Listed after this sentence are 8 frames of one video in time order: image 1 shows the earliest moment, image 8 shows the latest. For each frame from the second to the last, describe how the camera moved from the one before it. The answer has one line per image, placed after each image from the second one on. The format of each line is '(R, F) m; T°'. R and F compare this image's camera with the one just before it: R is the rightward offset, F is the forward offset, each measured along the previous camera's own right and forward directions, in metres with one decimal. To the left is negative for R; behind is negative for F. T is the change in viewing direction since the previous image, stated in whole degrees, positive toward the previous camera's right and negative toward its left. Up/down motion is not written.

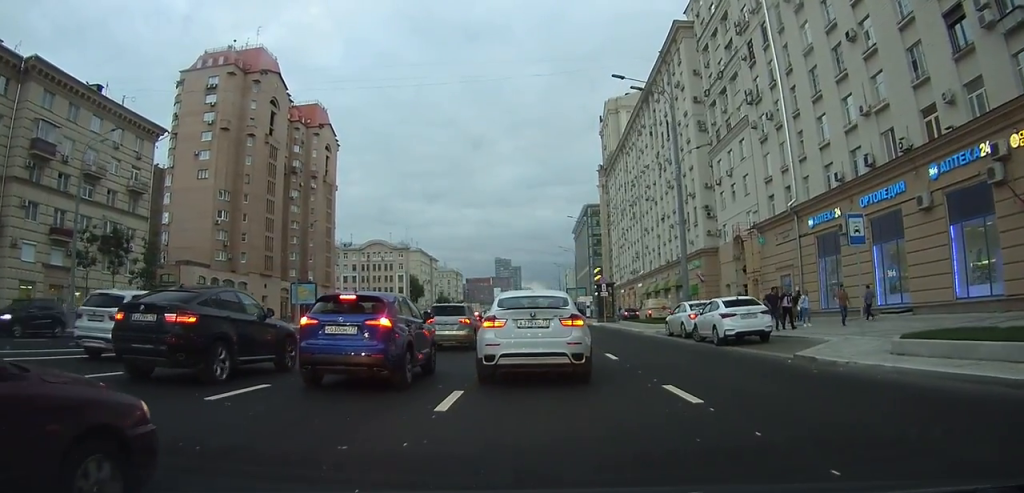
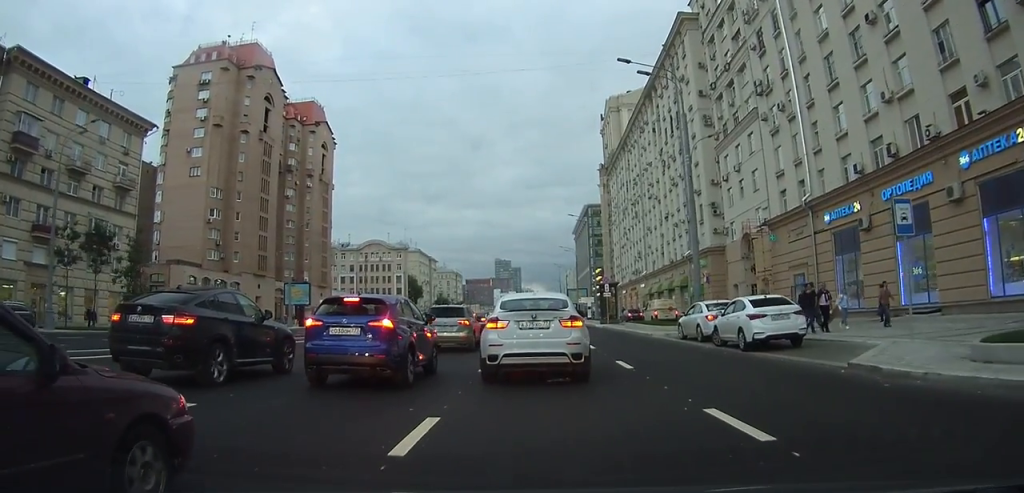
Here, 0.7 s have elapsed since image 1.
(0.0, +2.3) m; -1°
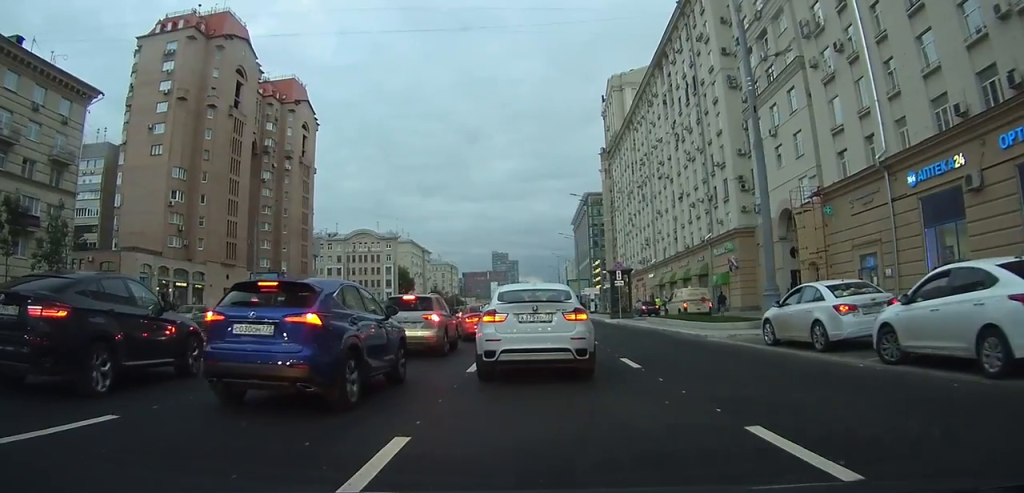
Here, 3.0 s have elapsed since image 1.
(-0.5, +9.4) m; -4°
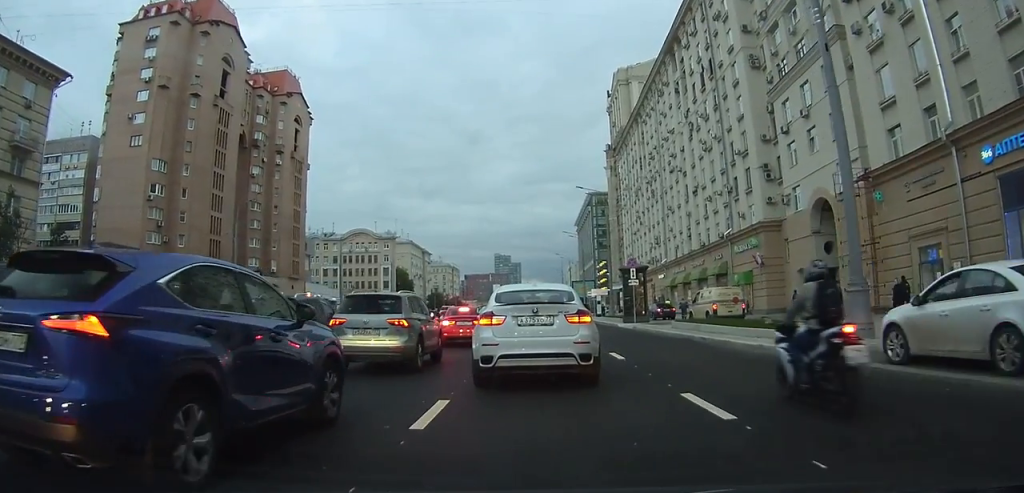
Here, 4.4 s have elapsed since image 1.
(+0.1, +6.0) m; 0°
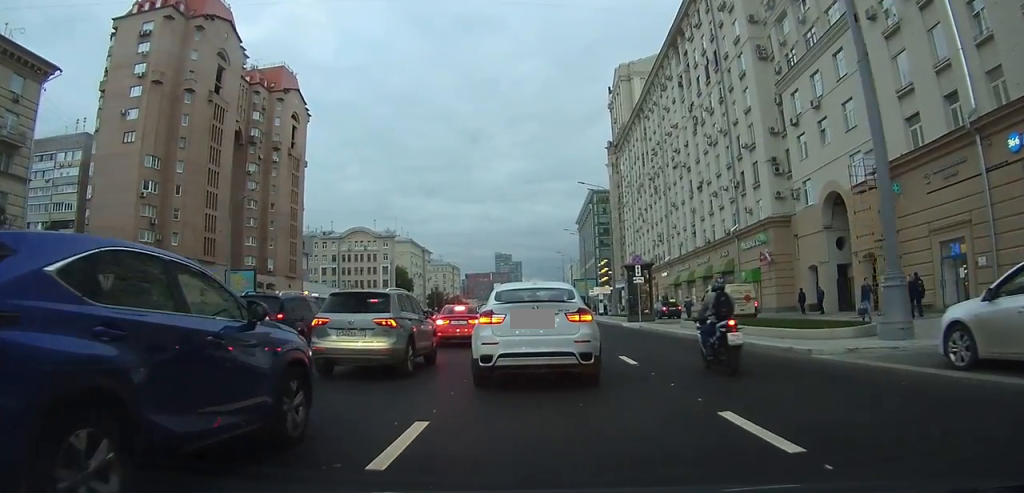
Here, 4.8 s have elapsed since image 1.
(0.0, +1.9) m; -1°
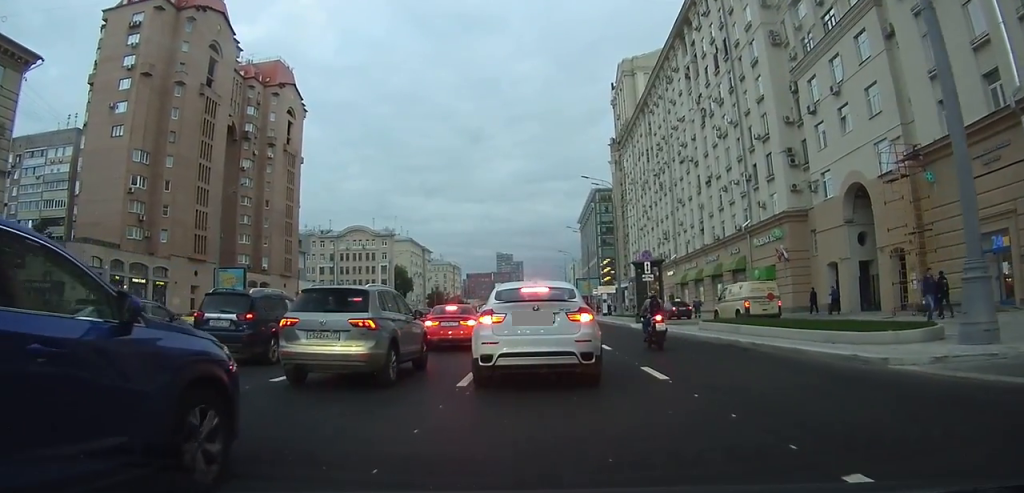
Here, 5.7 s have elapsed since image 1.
(0.0, +3.0) m; -1°
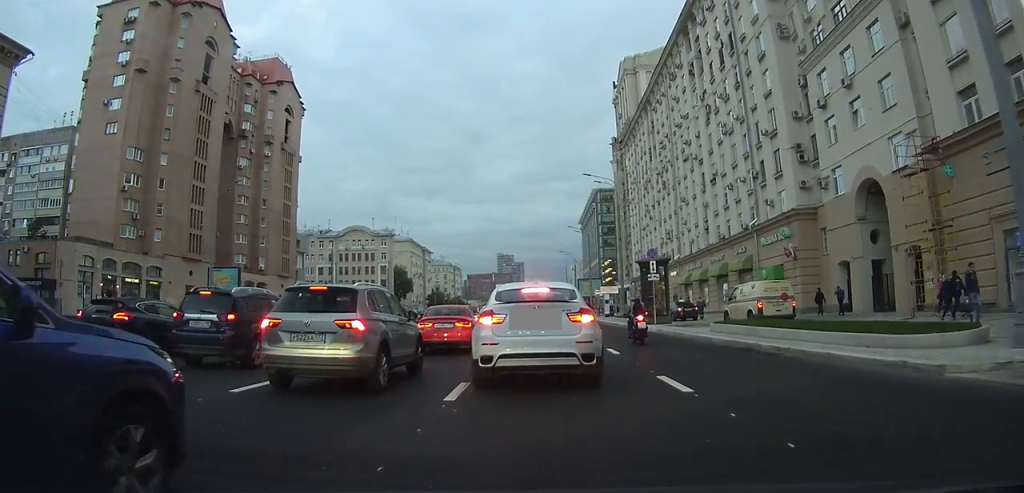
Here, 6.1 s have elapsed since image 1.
(0.0, +1.6) m; -1°
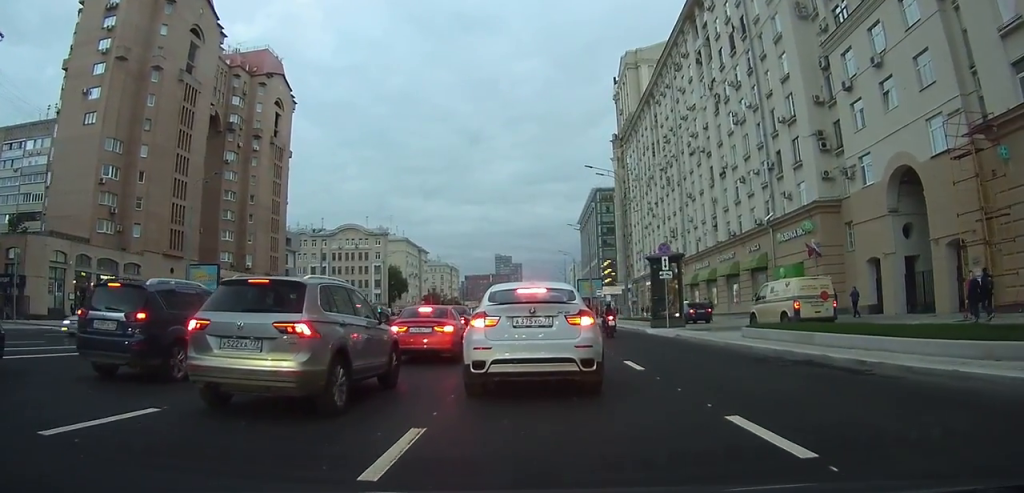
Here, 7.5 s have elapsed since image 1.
(0.0, +4.0) m; 0°
